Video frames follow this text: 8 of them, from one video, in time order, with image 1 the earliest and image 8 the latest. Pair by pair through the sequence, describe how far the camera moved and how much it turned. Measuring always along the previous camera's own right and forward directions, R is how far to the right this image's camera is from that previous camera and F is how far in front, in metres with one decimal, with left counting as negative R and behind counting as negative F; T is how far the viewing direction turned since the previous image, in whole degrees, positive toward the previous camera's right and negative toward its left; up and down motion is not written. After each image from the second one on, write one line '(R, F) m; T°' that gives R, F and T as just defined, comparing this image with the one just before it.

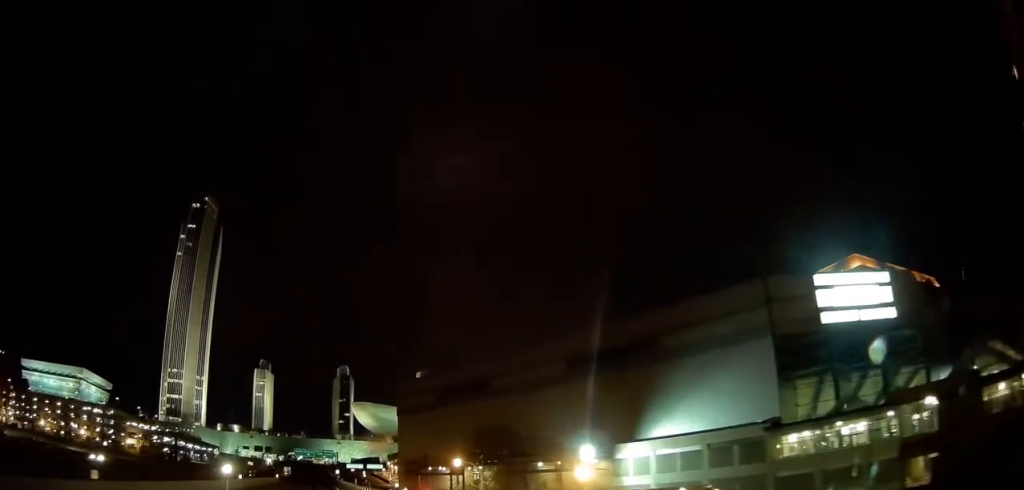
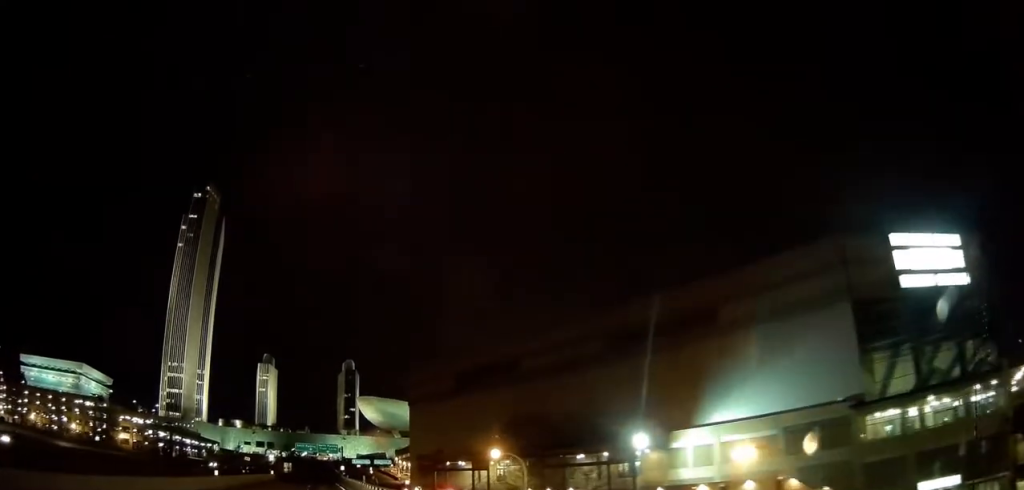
(-0.1, +12.4) m; 0°
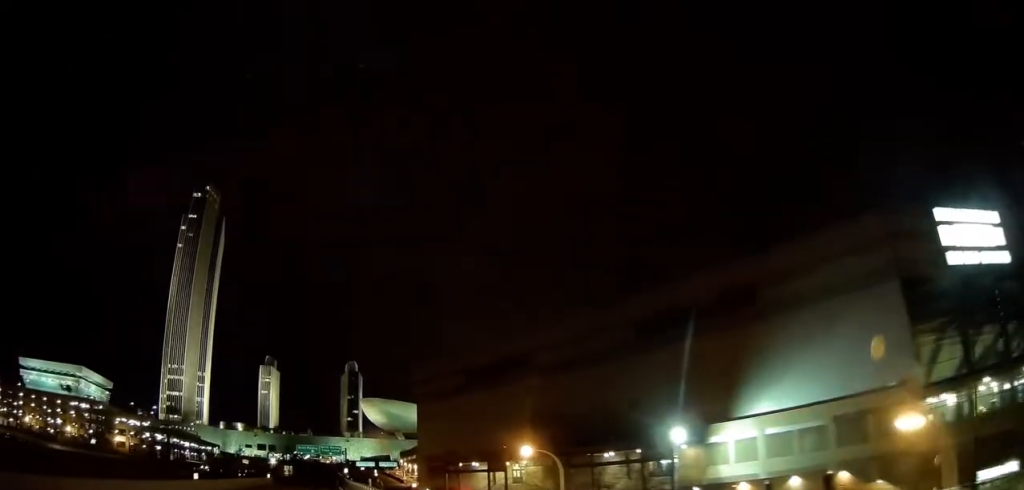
(0.0, +7.4) m; 0°
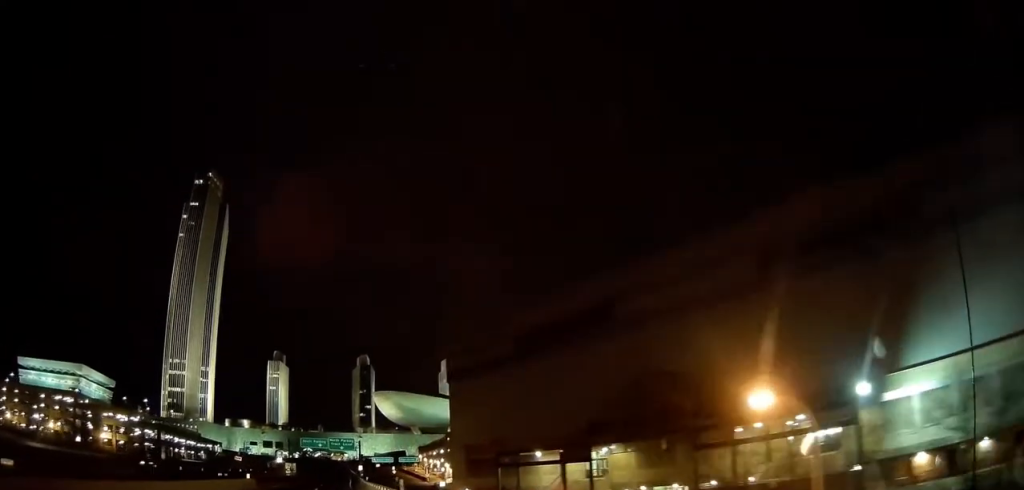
(0.0, +22.2) m; 0°
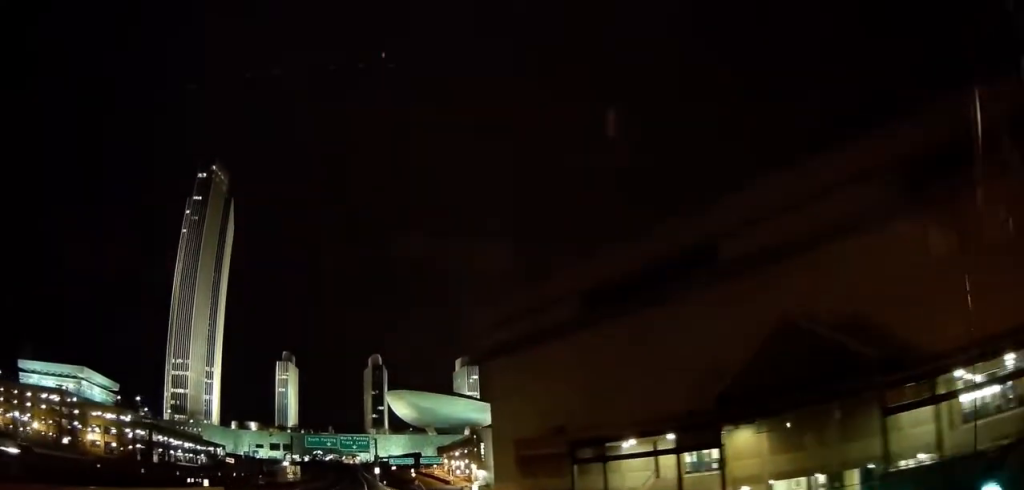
(-0.1, +18.3) m; -1°
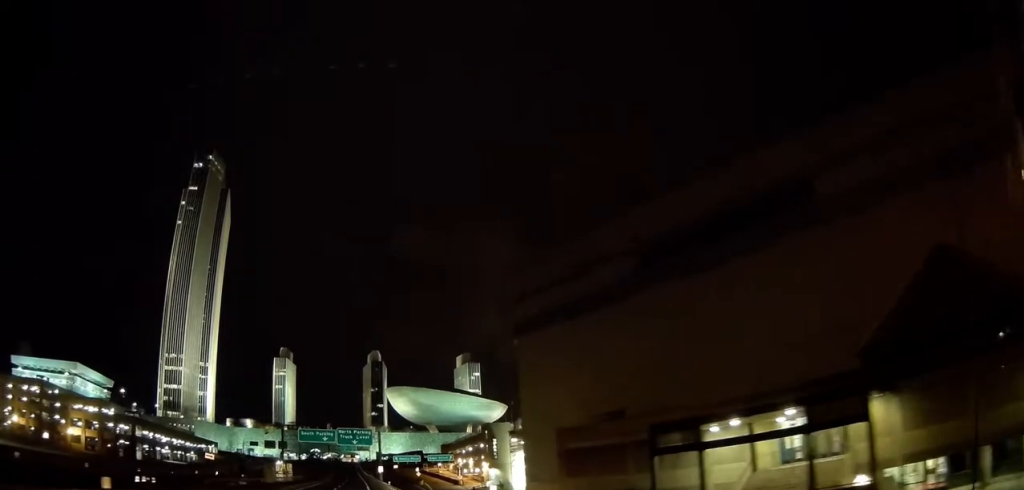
(-0.1, +12.7) m; 0°
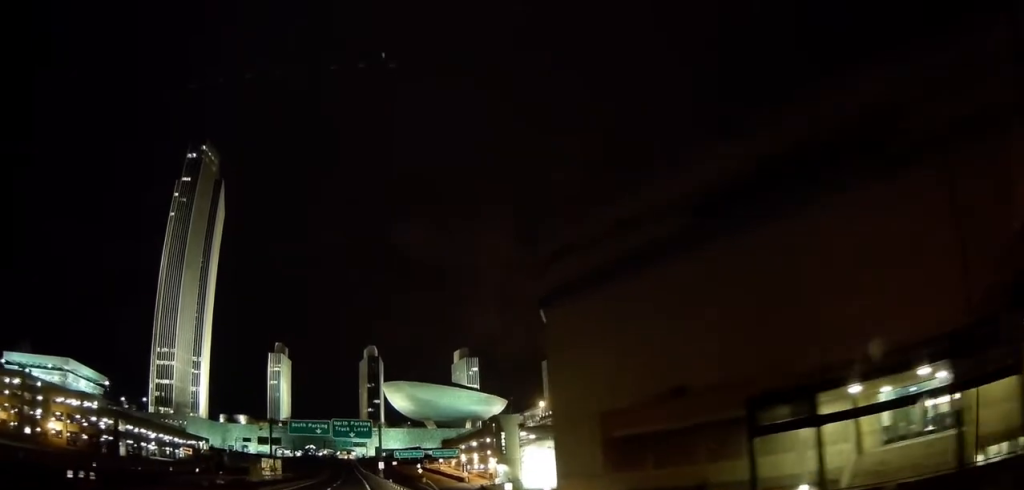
(0.0, +9.6) m; 0°
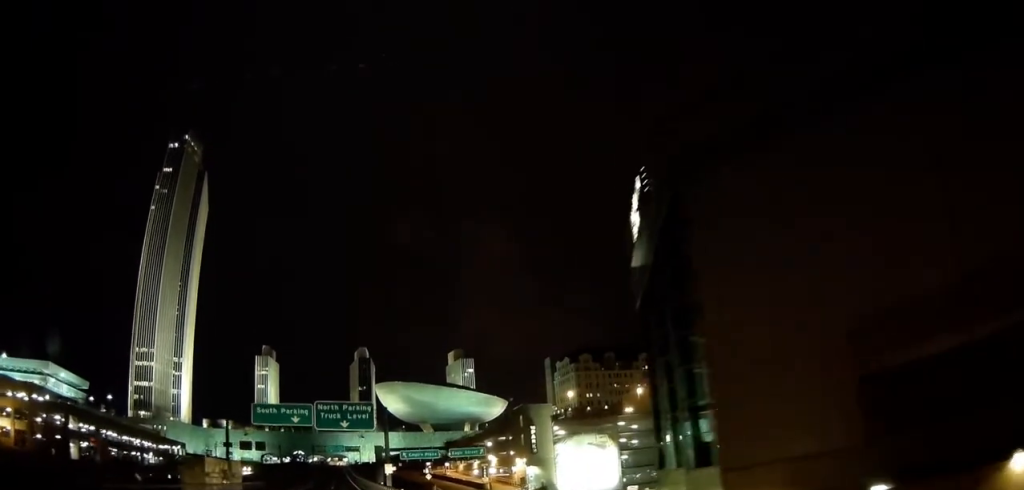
(+0.2, +23.3) m; +2°
